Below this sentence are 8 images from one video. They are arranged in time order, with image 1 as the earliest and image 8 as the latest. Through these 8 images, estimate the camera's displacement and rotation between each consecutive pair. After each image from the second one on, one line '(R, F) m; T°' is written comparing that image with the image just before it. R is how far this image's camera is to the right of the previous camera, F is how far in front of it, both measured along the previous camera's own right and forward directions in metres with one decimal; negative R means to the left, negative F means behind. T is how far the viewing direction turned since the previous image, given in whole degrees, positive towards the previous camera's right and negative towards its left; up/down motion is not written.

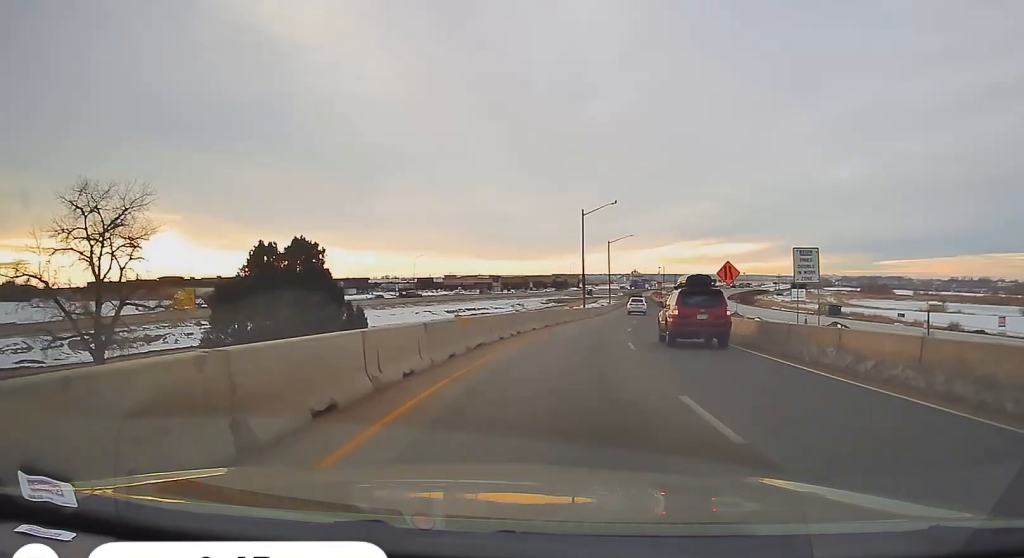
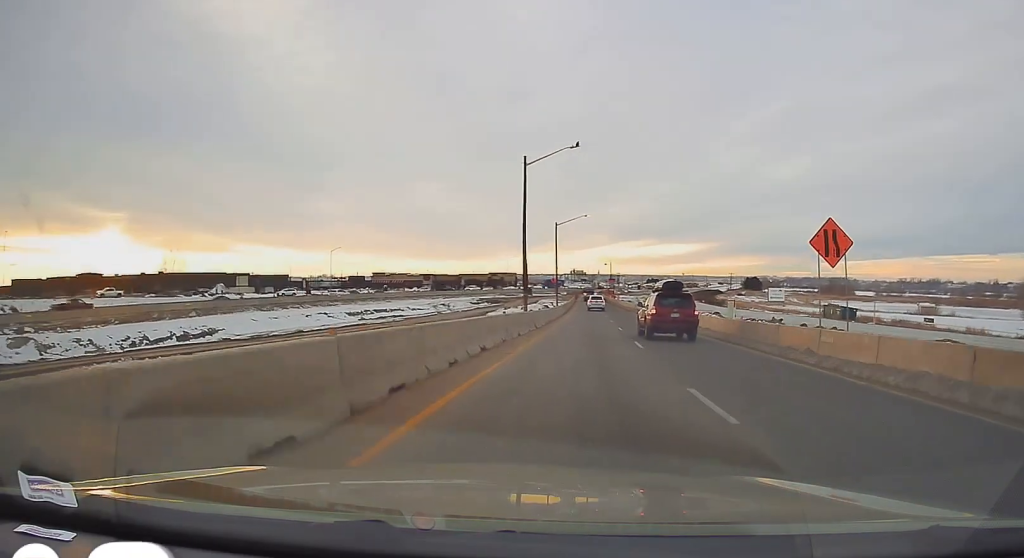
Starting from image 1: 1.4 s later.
(+2.3, +25.4) m; +6°
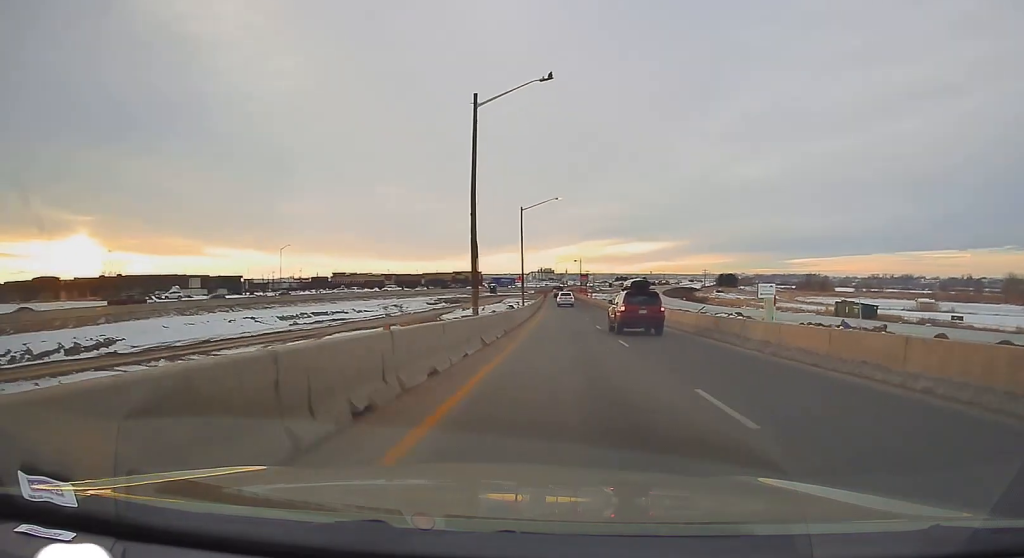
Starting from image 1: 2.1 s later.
(+0.3, +13.5) m; +1°
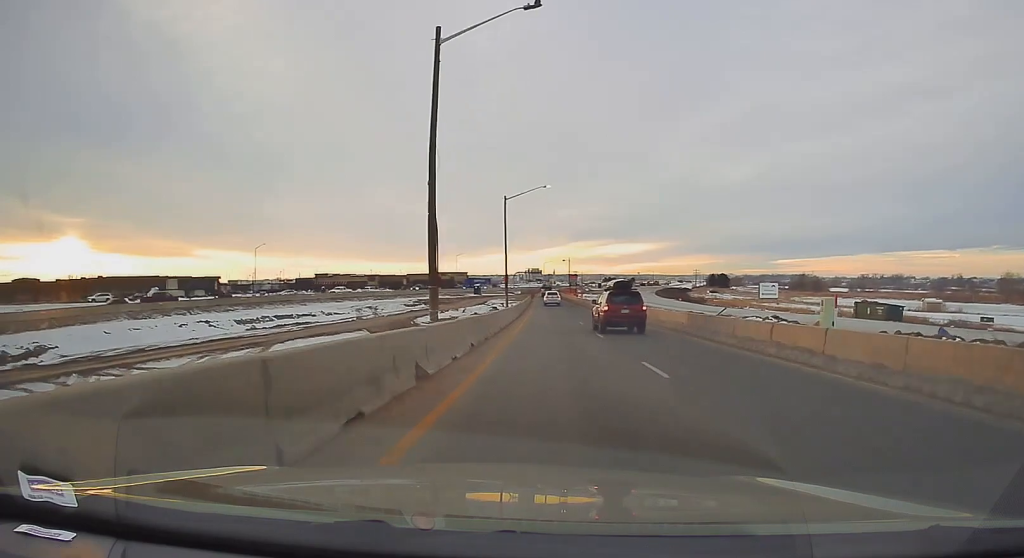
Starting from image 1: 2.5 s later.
(-0.3, +8.0) m; 0°
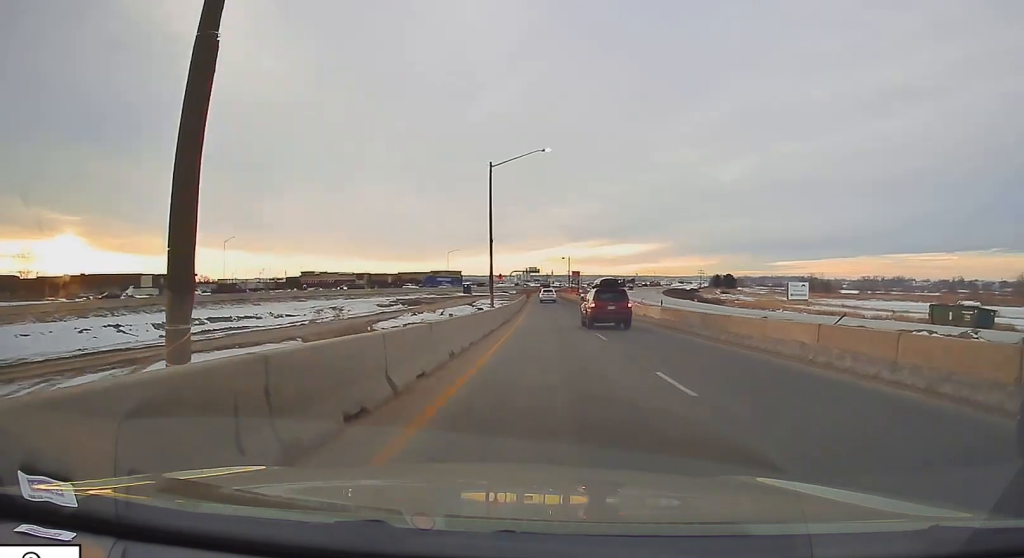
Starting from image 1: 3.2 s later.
(0.0, +14.4) m; 0°
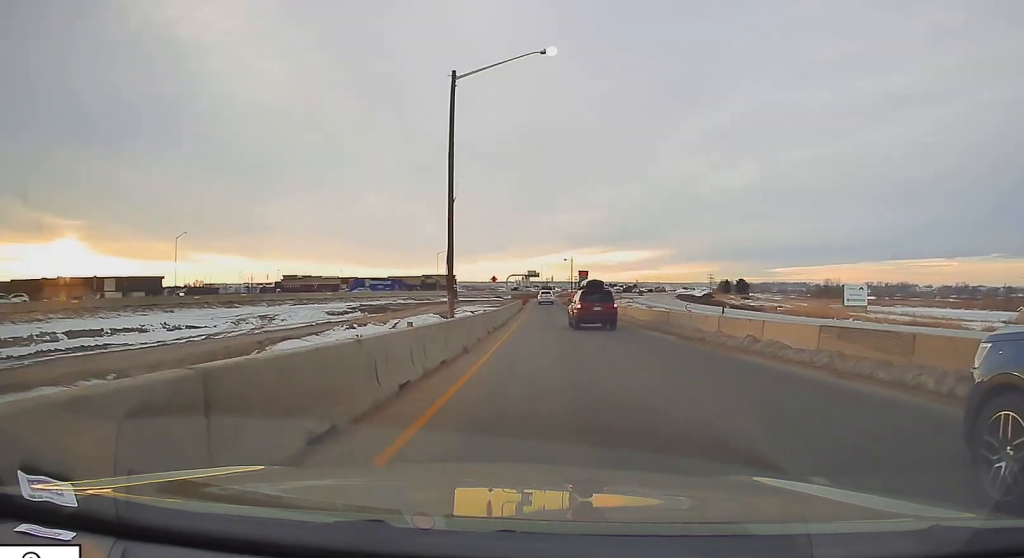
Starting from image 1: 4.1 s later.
(+0.4, +20.3) m; 0°
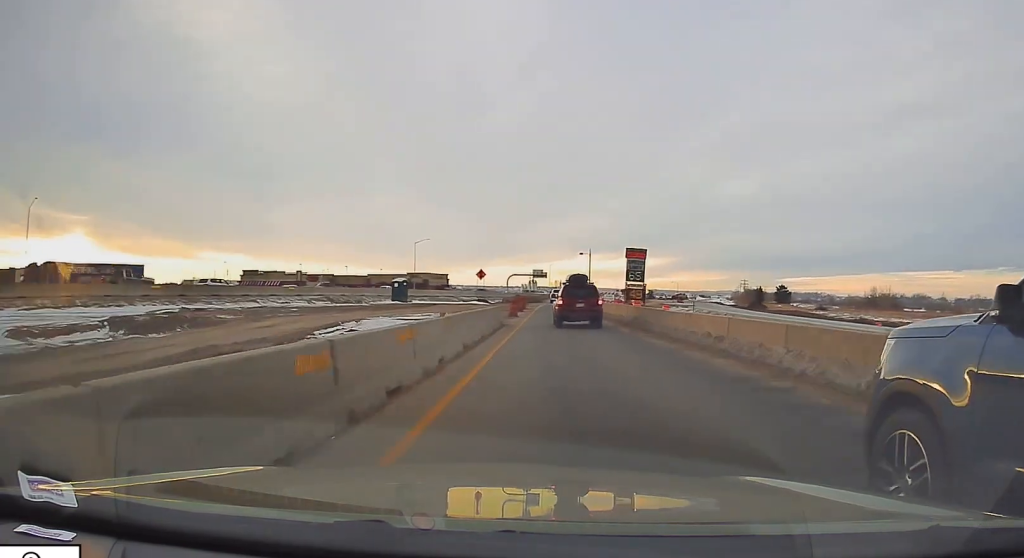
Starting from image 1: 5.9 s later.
(-0.3, +41.7) m; 0°
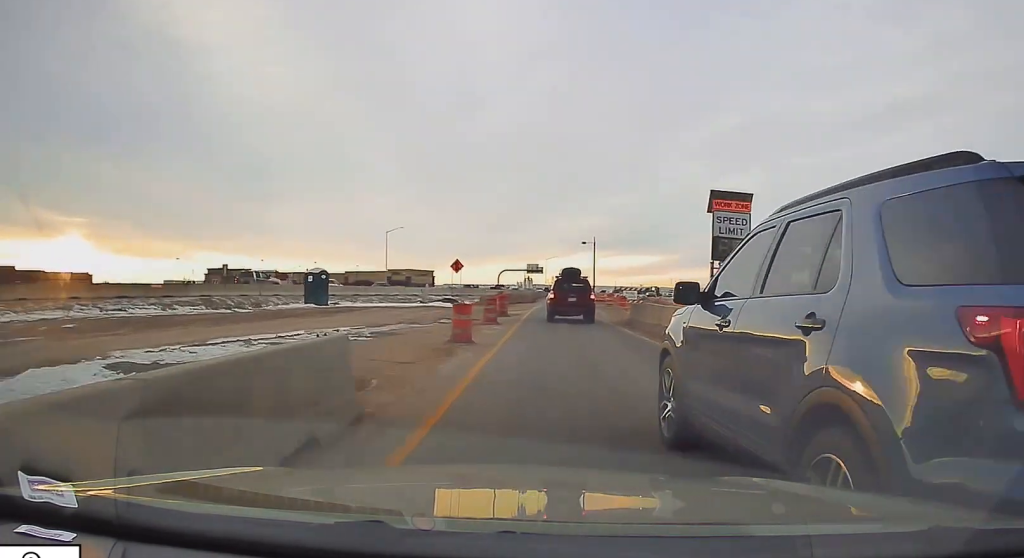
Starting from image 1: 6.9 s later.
(-0.3, +22.3) m; +1°
